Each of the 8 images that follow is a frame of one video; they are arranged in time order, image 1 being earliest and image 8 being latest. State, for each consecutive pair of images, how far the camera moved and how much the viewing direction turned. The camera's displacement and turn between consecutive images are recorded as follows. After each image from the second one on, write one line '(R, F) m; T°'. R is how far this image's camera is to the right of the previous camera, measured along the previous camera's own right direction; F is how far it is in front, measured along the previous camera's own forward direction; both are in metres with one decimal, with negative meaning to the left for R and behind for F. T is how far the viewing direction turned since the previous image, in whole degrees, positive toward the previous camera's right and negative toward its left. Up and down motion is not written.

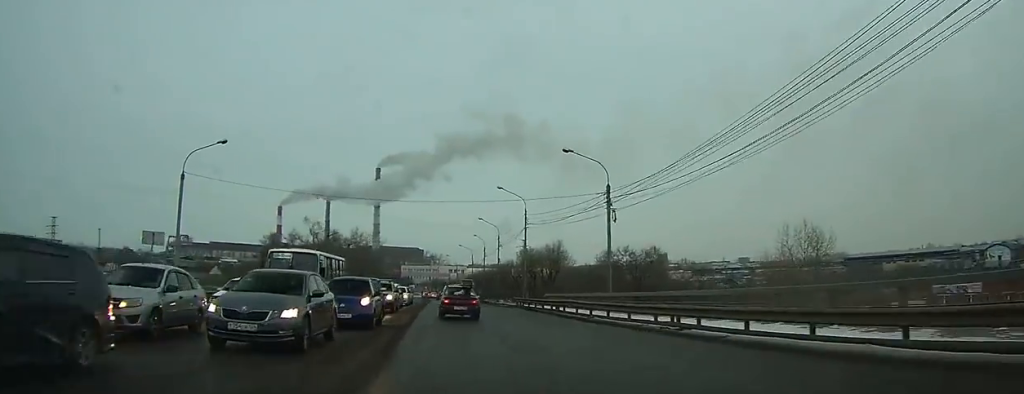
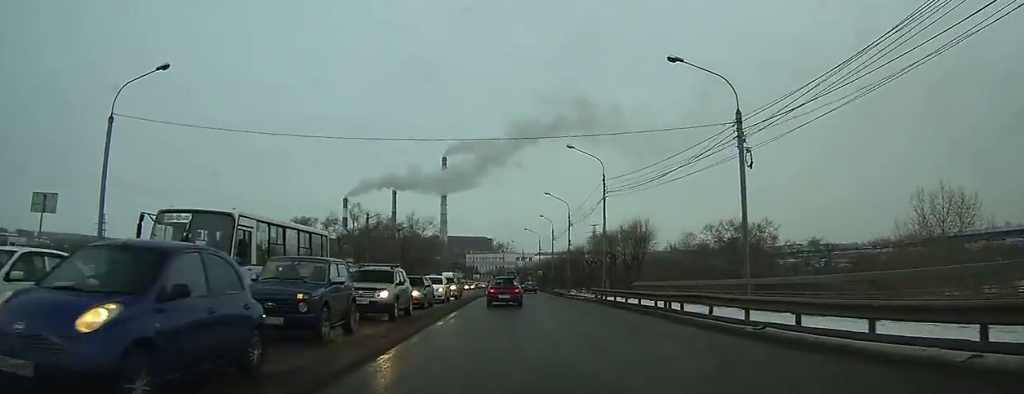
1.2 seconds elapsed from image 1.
(-0.3, +13.1) m; -2°
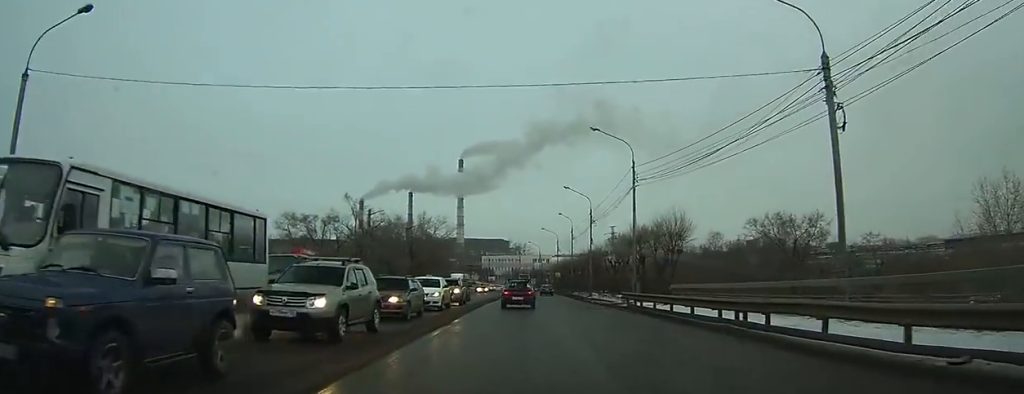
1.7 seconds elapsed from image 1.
(0.0, +6.4) m; -1°
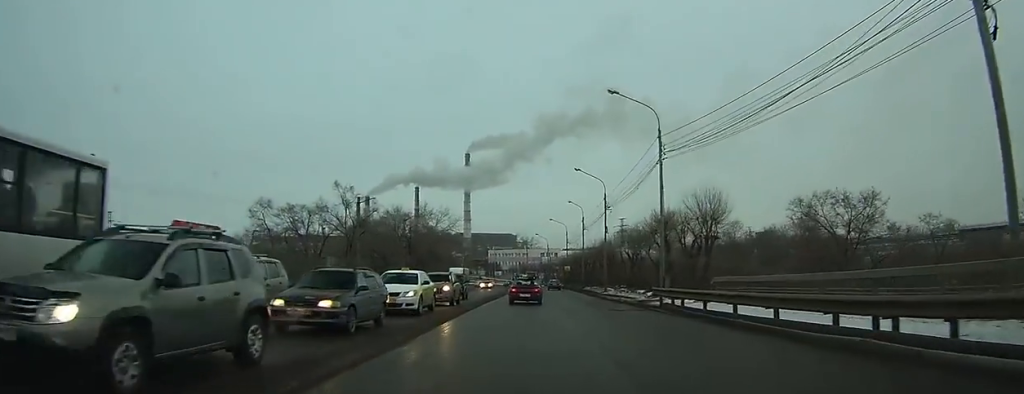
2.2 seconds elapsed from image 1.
(-0.1, +6.6) m; -1°
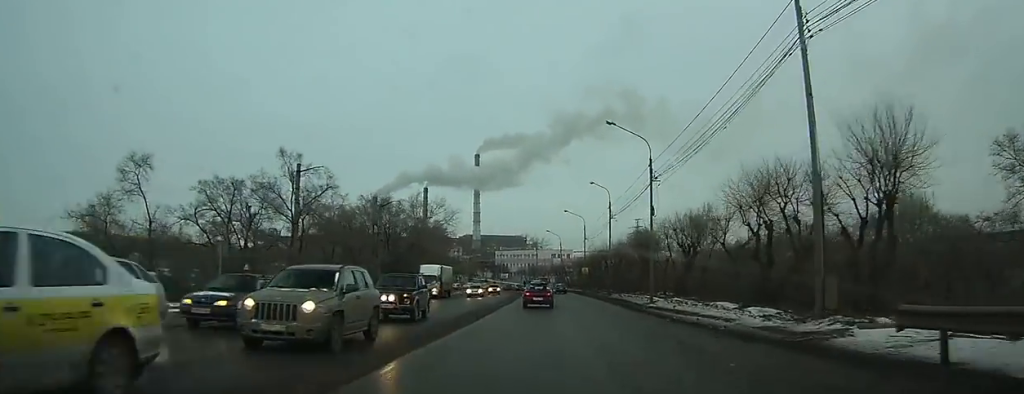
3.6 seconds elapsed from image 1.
(-0.3, +17.5) m; -2°
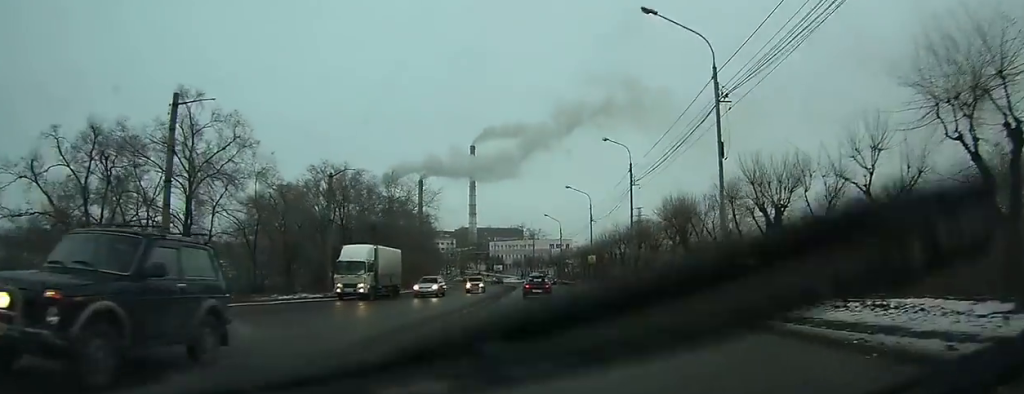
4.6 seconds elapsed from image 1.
(-0.2, +15.0) m; 0°
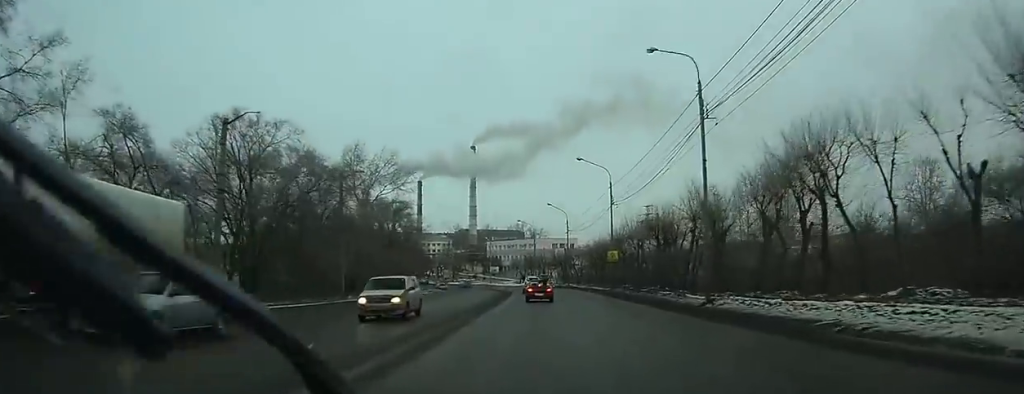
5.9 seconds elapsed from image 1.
(+0.1, +18.5) m; 0°
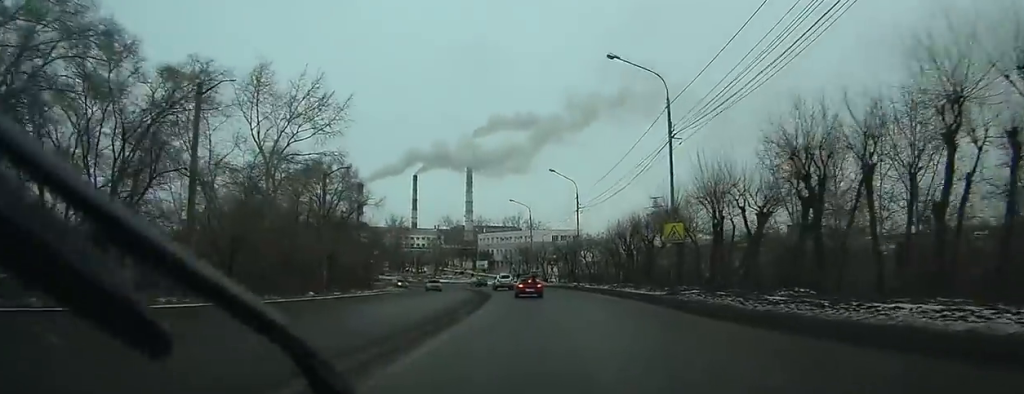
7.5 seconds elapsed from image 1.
(0.0, +24.3) m; -1°
